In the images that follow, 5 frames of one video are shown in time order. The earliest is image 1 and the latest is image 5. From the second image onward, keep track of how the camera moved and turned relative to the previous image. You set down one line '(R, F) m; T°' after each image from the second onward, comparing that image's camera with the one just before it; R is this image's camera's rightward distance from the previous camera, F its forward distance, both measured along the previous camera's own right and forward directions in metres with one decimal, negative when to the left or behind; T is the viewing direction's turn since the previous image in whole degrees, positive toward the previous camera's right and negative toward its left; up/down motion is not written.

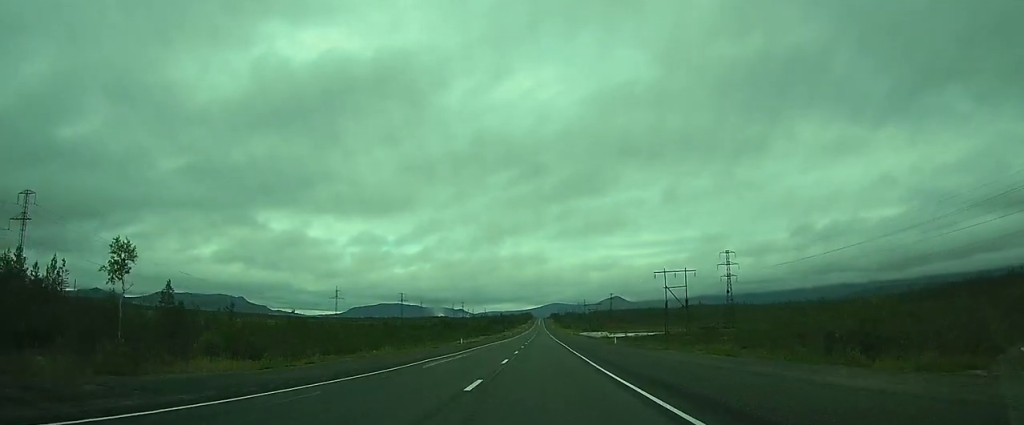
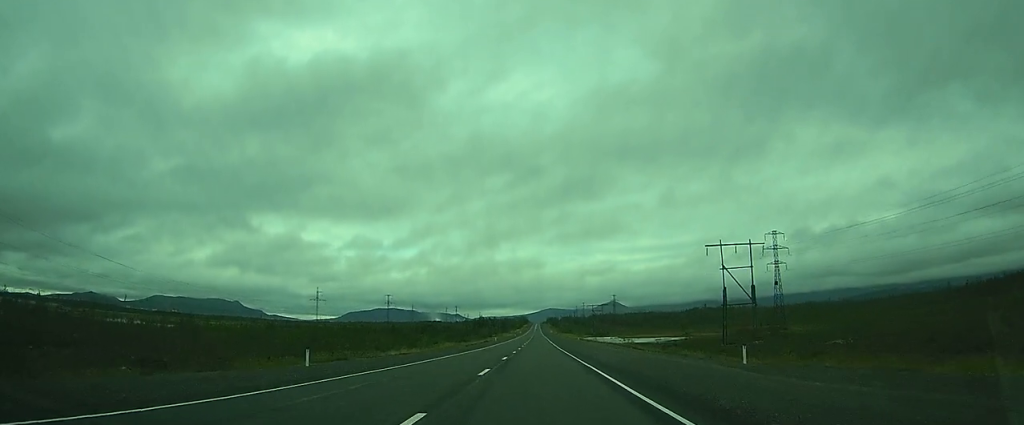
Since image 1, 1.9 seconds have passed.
(+0.2, +41.1) m; +1°
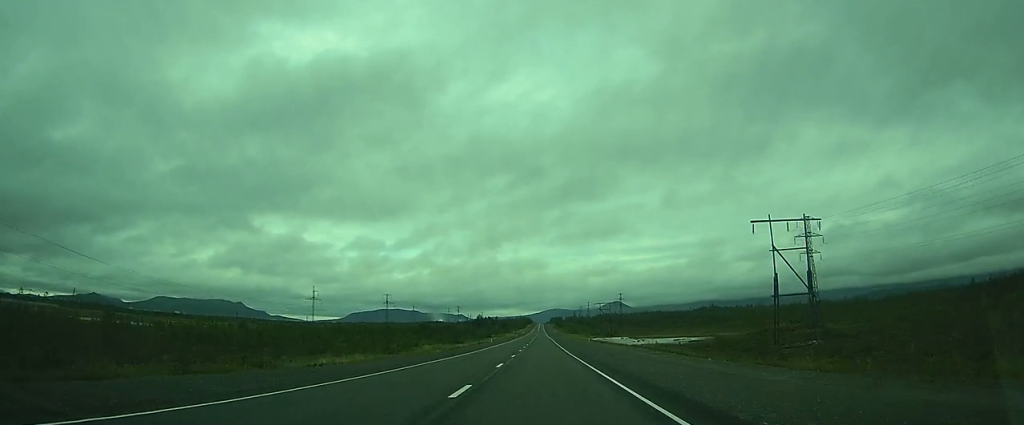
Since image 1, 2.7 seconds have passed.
(+0.1, +17.4) m; 0°
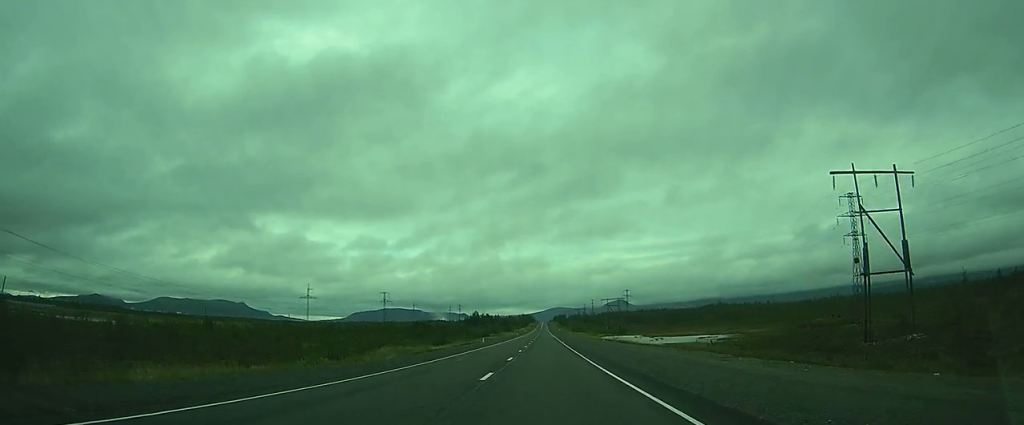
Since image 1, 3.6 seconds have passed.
(-0.1, +19.0) m; -1°
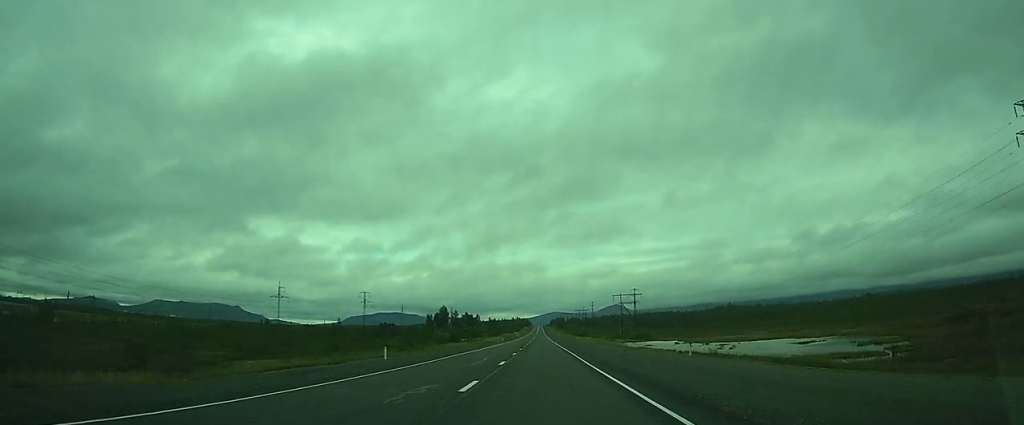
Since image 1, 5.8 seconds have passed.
(-0.6, +50.5) m; -1°
